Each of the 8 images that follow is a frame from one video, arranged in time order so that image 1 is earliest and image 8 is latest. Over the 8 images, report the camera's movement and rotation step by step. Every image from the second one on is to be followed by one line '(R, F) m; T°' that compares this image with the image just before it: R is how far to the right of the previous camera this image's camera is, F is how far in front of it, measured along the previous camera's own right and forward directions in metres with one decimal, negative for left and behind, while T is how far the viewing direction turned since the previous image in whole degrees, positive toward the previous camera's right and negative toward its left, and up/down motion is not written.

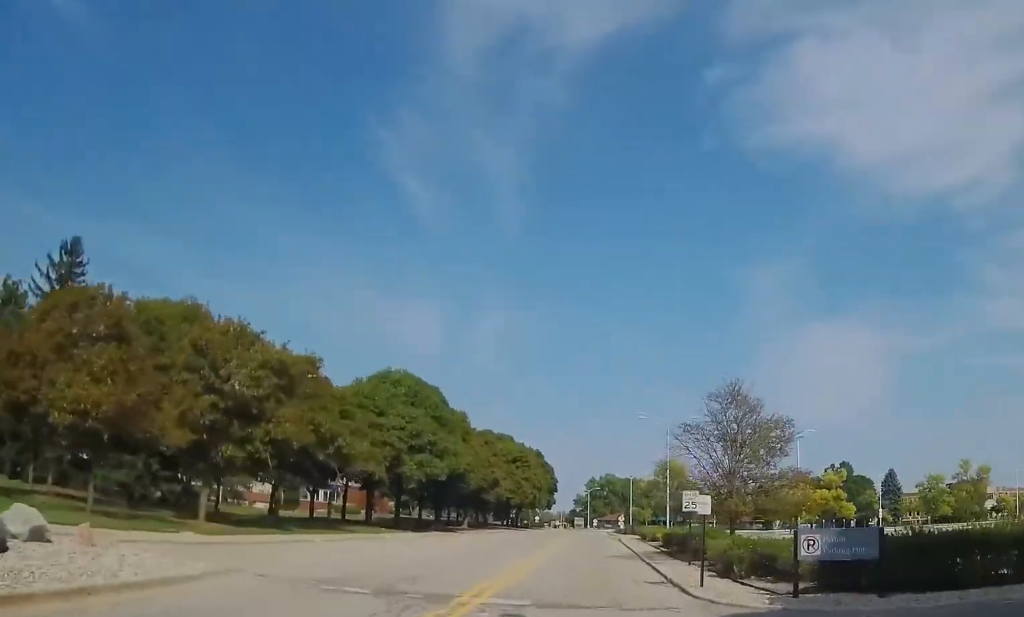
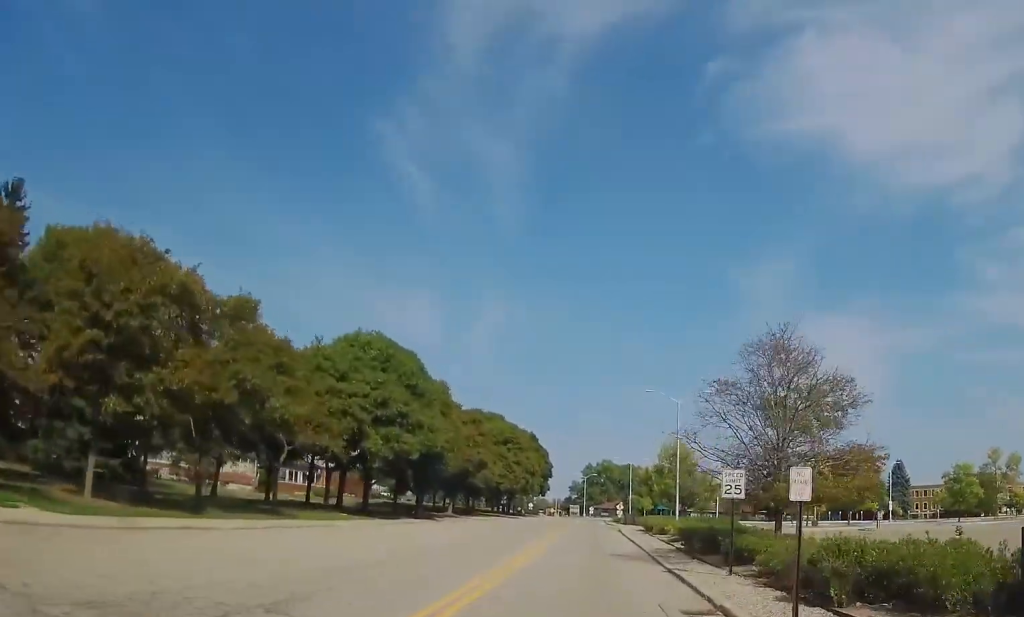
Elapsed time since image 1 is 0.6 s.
(+0.1, +8.0) m; +1°
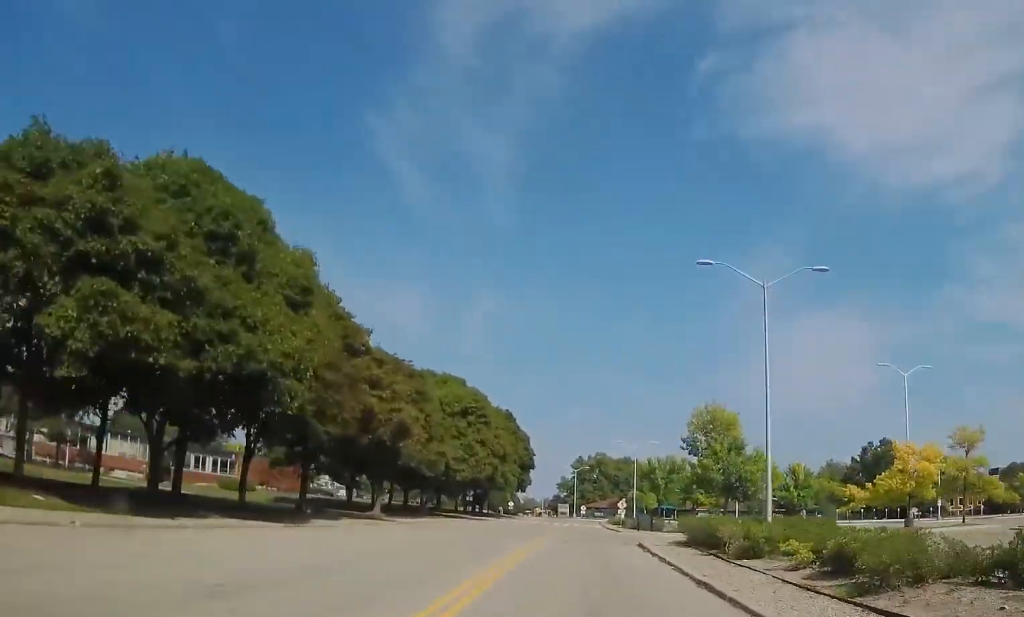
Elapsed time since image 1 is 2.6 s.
(0.0, +26.6) m; 0°
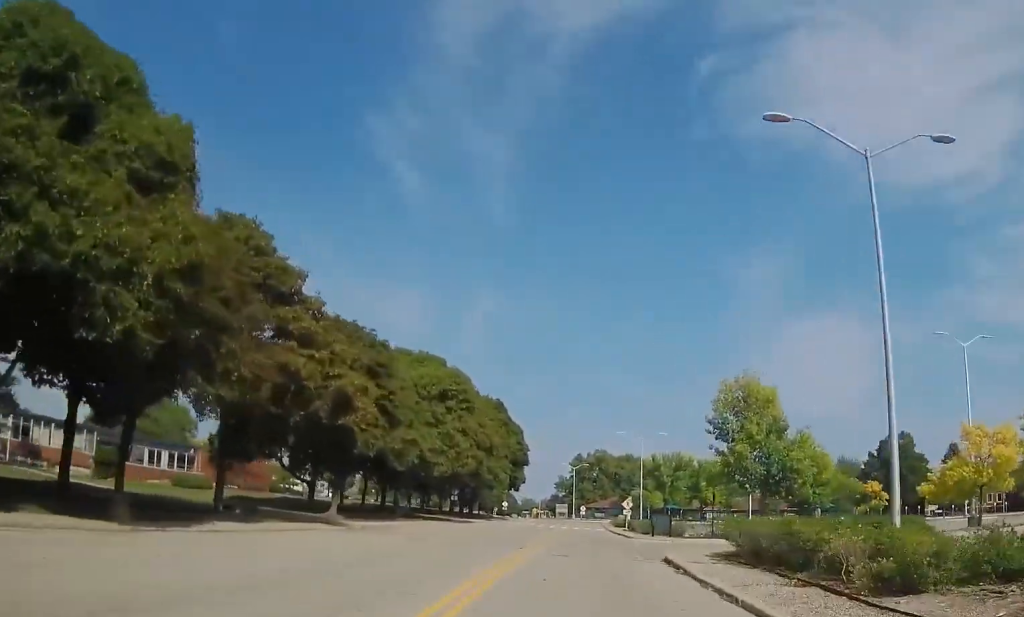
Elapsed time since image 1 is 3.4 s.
(0.0, +10.0) m; 0°
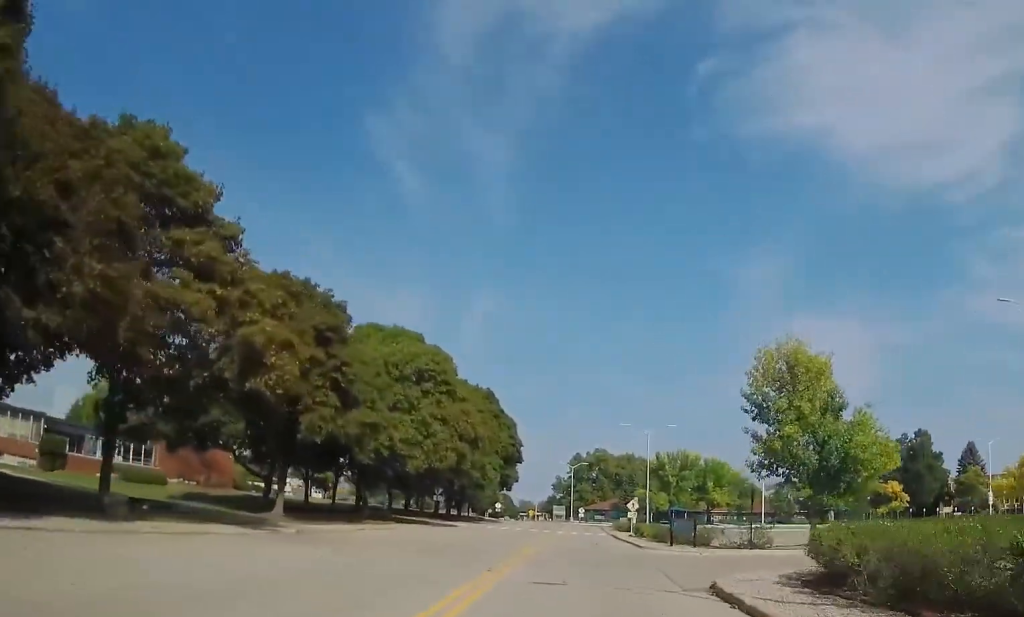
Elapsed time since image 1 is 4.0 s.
(0.0, +8.5) m; 0°
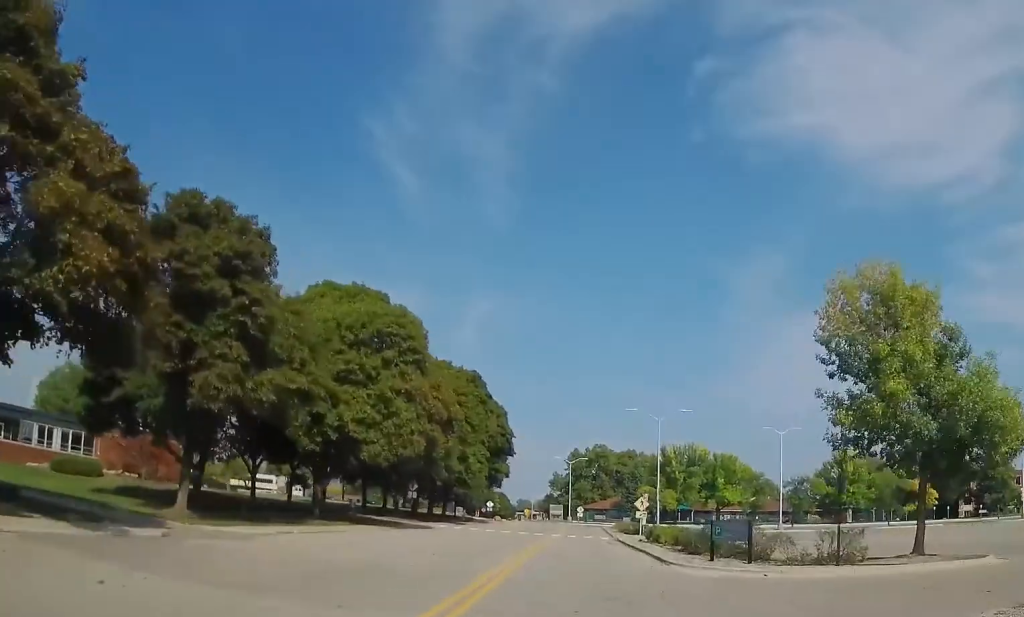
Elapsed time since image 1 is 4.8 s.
(0.0, +9.8) m; 0°
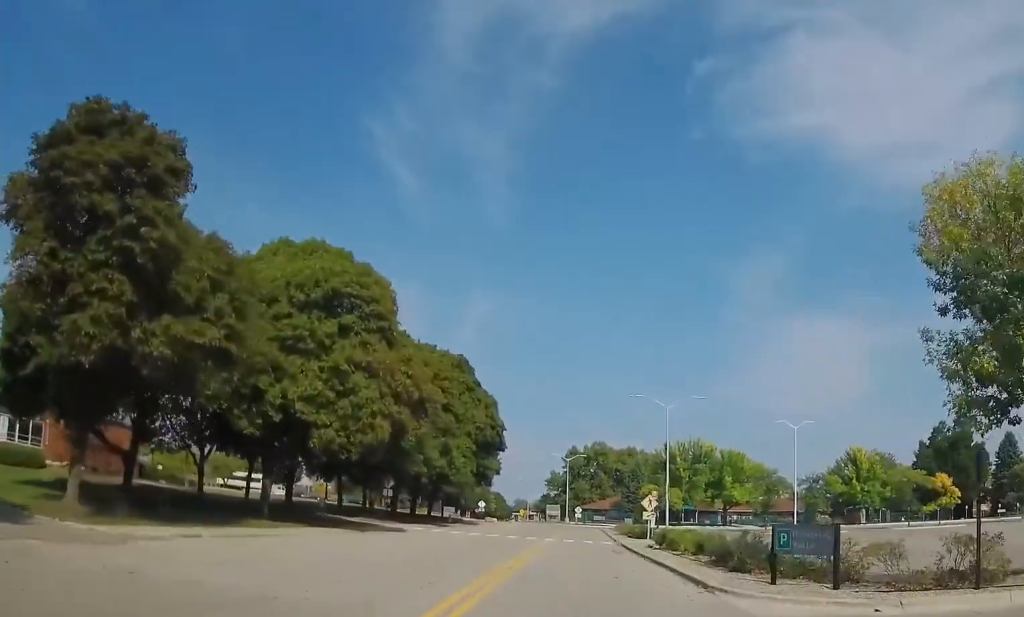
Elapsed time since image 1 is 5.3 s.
(0.0, +7.1) m; 0°
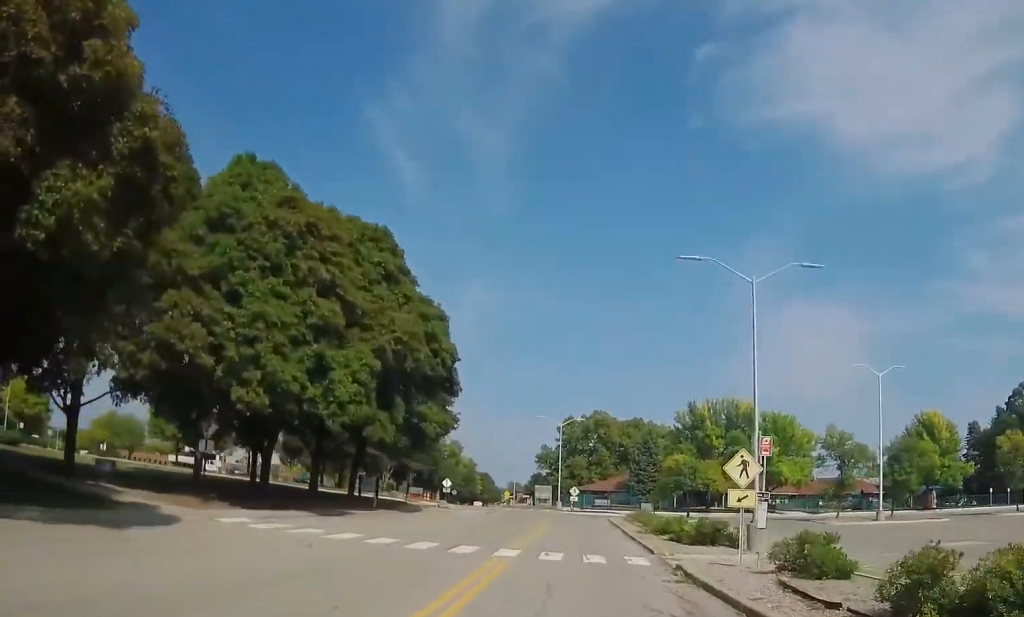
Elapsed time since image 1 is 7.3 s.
(-0.6, +26.3) m; -2°
